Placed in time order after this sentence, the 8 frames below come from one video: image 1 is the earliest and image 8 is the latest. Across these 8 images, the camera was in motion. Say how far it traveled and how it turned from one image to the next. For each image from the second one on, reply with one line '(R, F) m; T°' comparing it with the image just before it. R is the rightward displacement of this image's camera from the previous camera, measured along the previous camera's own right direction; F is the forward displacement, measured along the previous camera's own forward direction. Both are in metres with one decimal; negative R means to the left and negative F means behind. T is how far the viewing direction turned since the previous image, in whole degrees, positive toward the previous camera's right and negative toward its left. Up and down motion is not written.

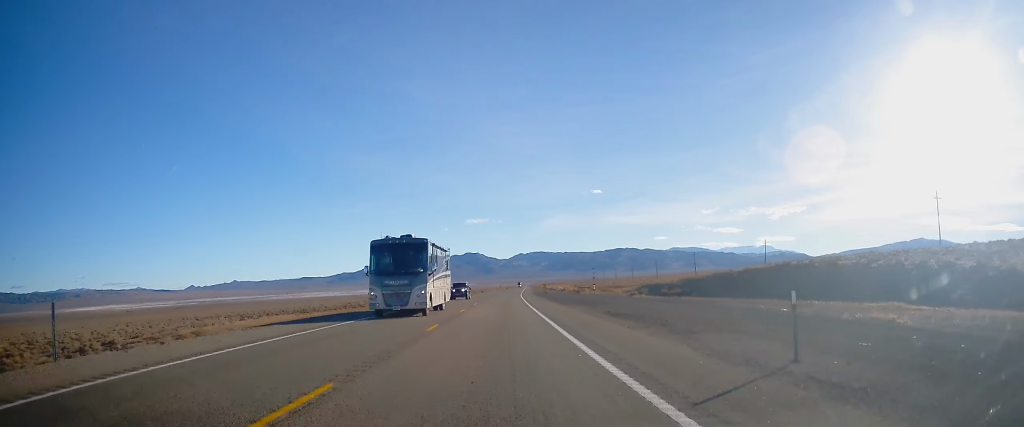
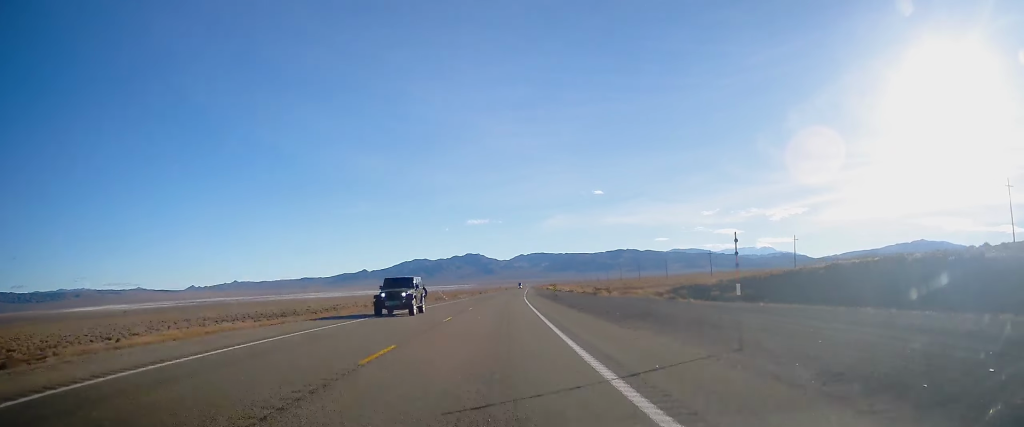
(-0.1, +19.0) m; 0°
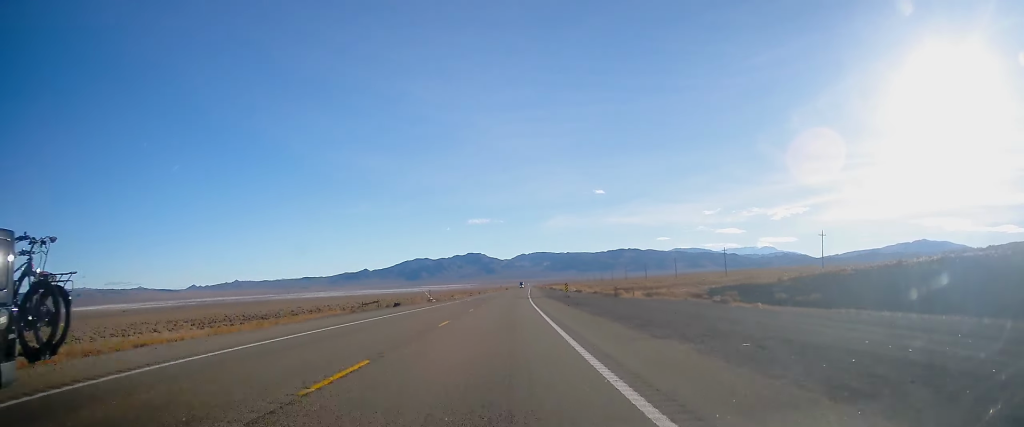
(+0.1, +14.5) m; 0°
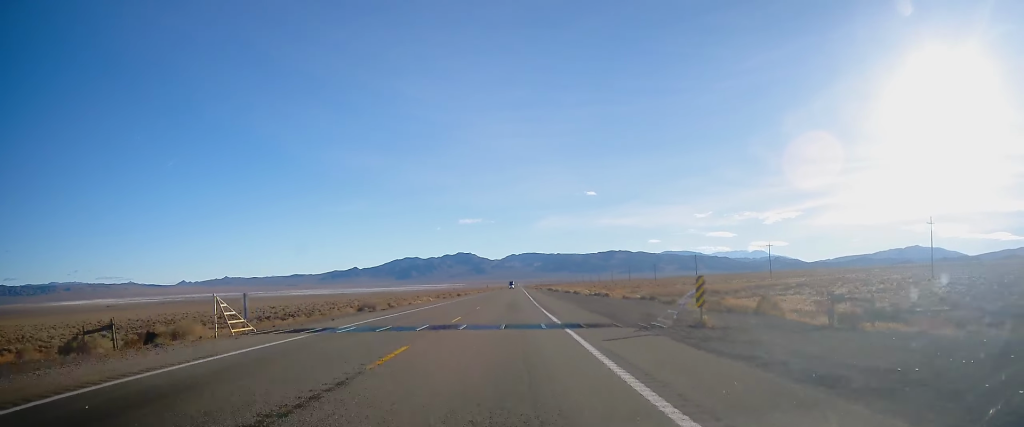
(0.0, +46.4) m; +1°
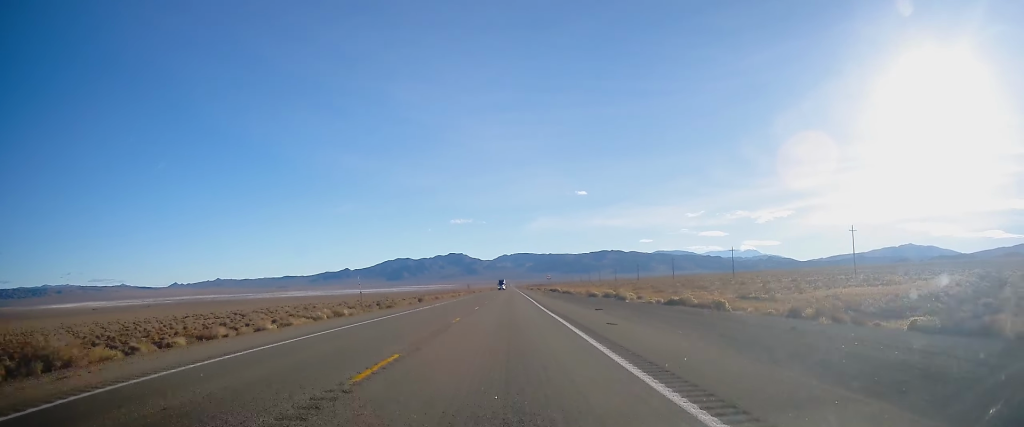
(+0.8, +50.0) m; +1°
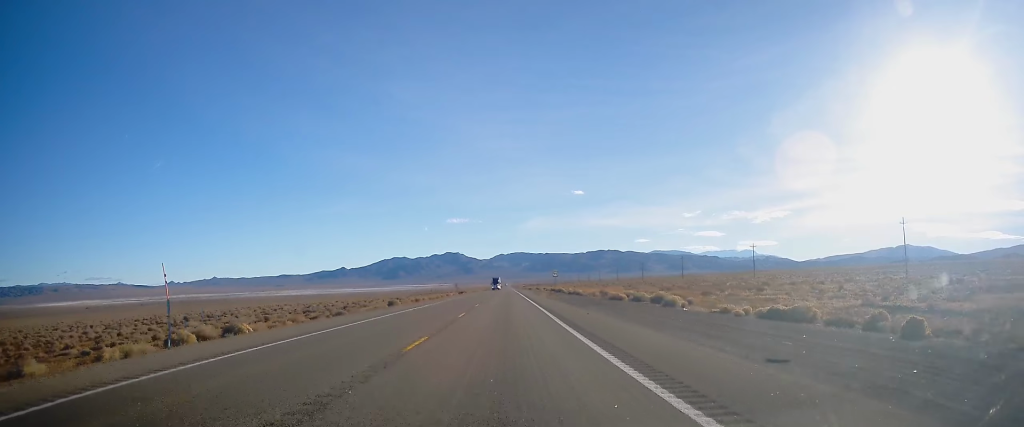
(-0.2, +20.2) m; 0°
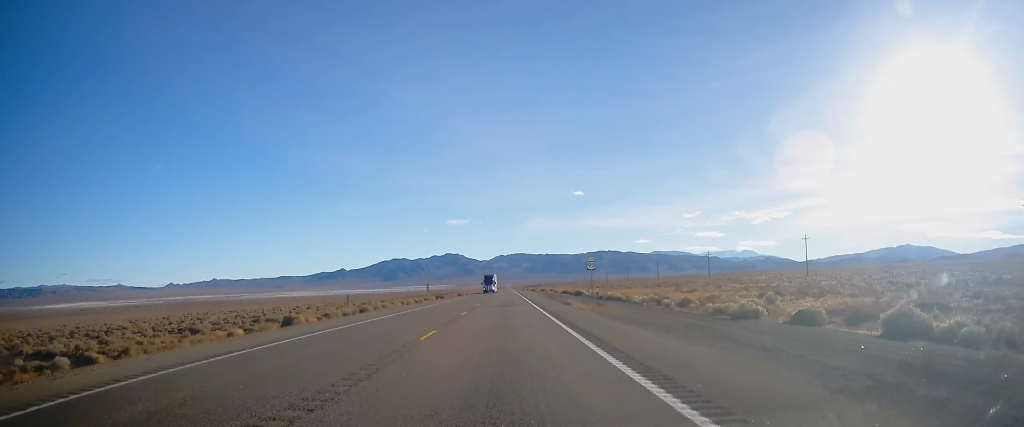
(0.0, +33.9) m; +1°
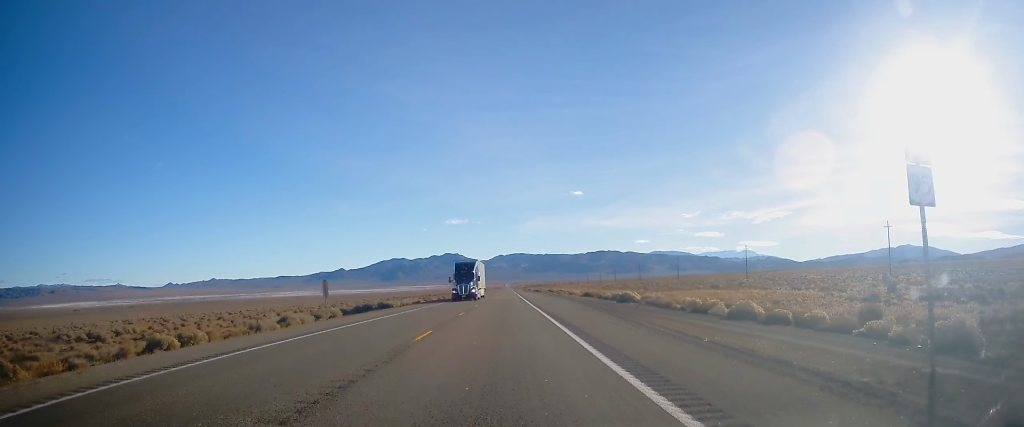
(+0.4, +36.4) m; 0°
